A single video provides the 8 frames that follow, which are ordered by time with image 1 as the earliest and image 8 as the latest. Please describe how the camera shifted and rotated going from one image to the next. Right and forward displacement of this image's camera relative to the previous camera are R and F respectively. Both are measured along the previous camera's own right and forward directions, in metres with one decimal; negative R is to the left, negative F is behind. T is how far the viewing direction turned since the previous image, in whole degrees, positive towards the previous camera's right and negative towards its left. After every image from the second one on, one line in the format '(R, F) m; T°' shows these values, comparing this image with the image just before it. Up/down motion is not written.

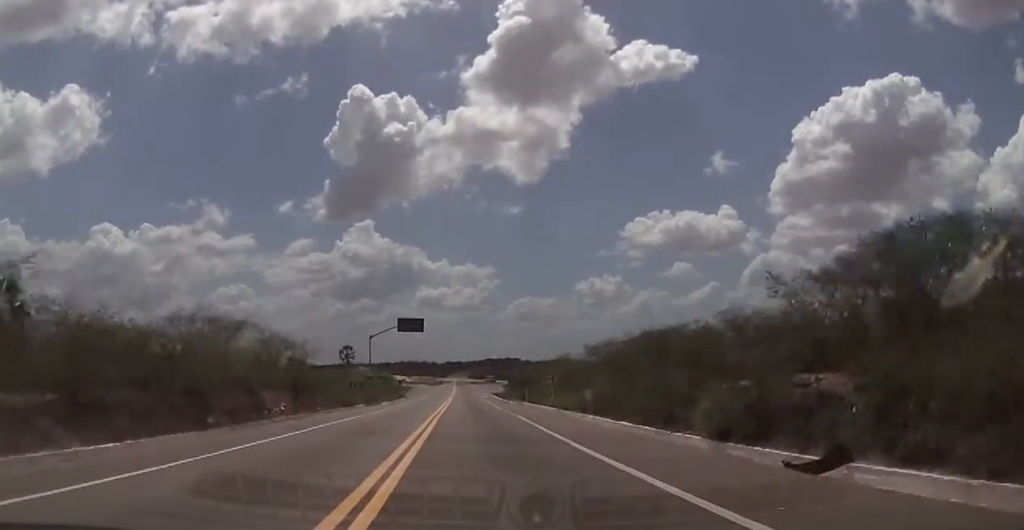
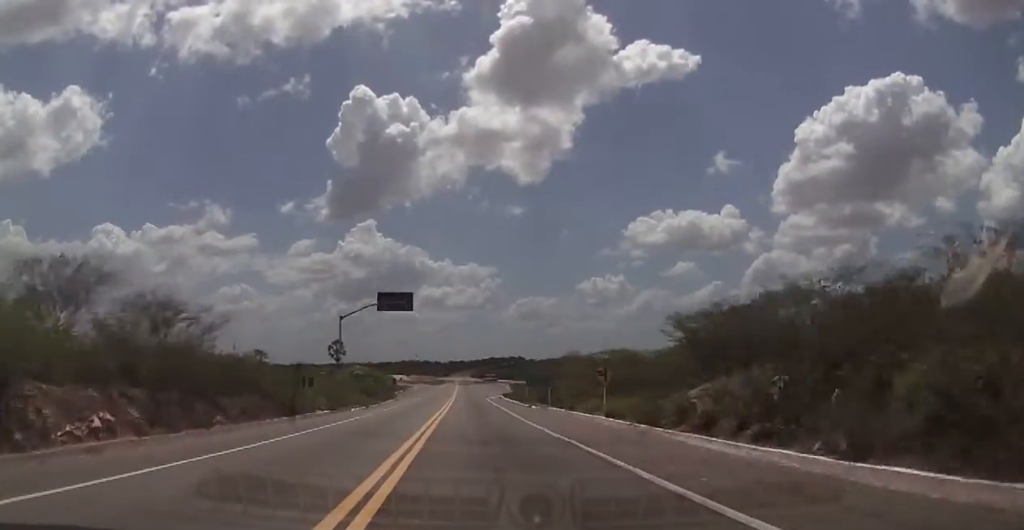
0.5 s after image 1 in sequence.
(0.0, +17.8) m; 0°
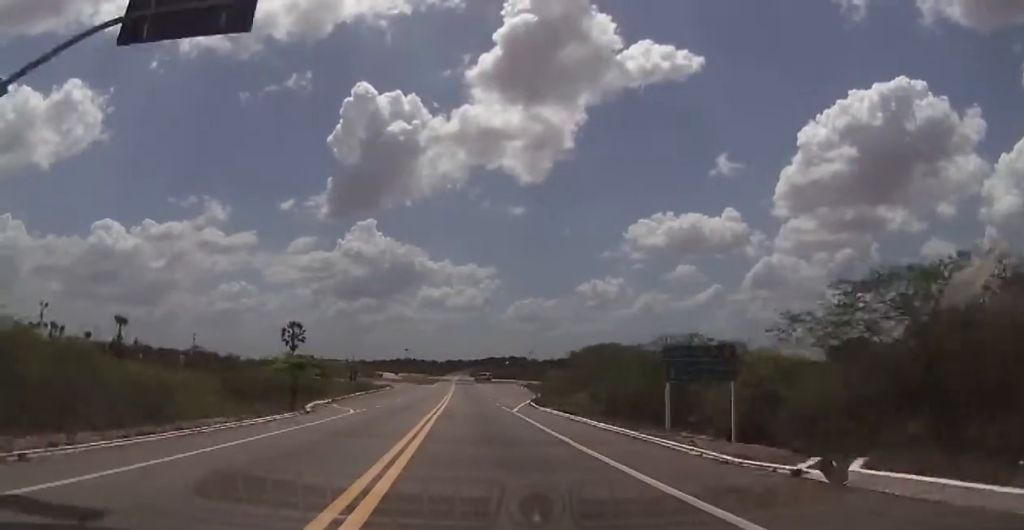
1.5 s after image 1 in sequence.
(-0.1, +40.3) m; 0°
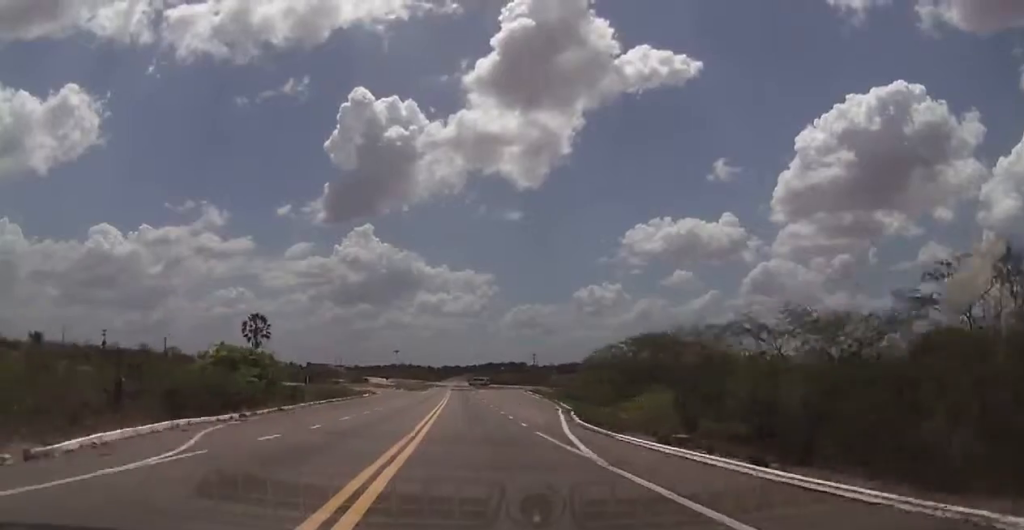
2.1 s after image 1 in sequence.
(-0.1, +21.0) m; 0°
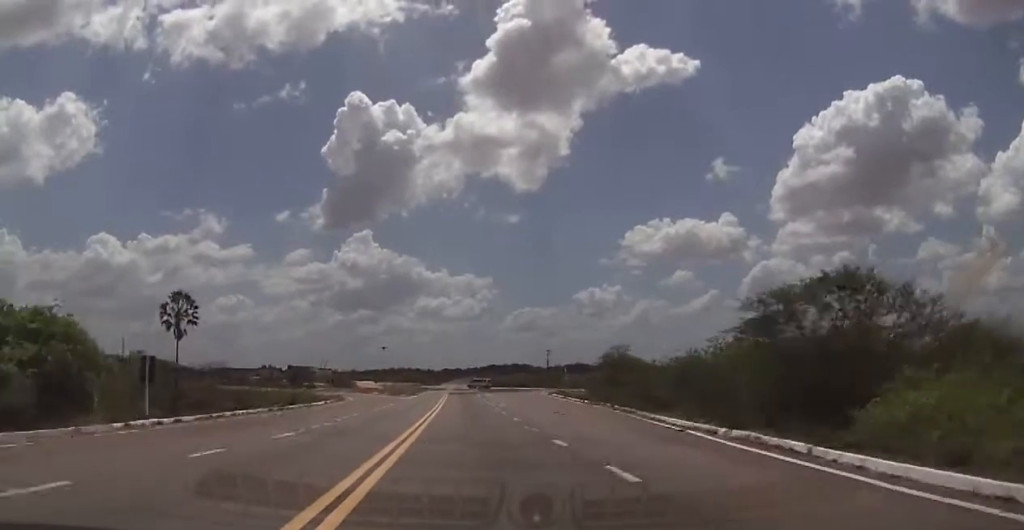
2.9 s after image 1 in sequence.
(+0.1, +28.4) m; +1°
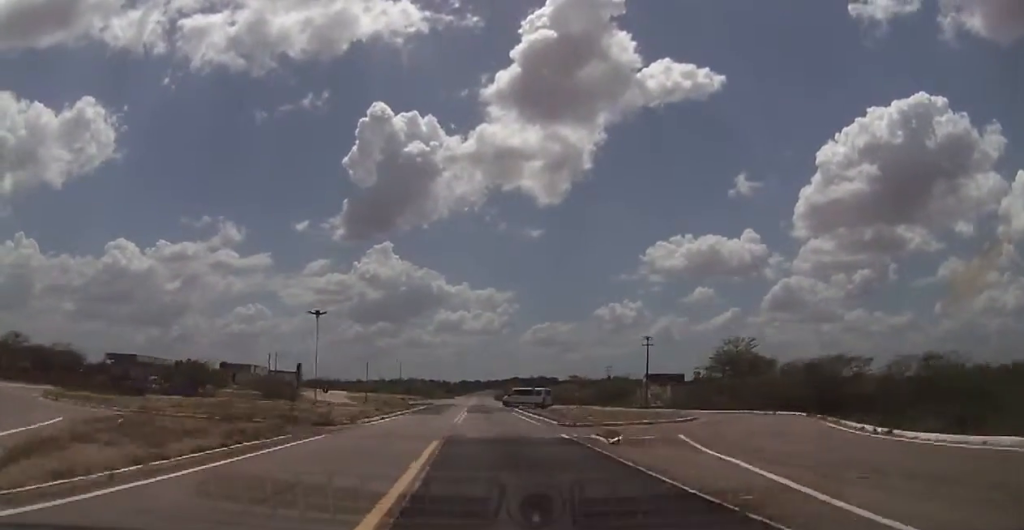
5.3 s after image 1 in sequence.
(+0.4, +77.6) m; -1°
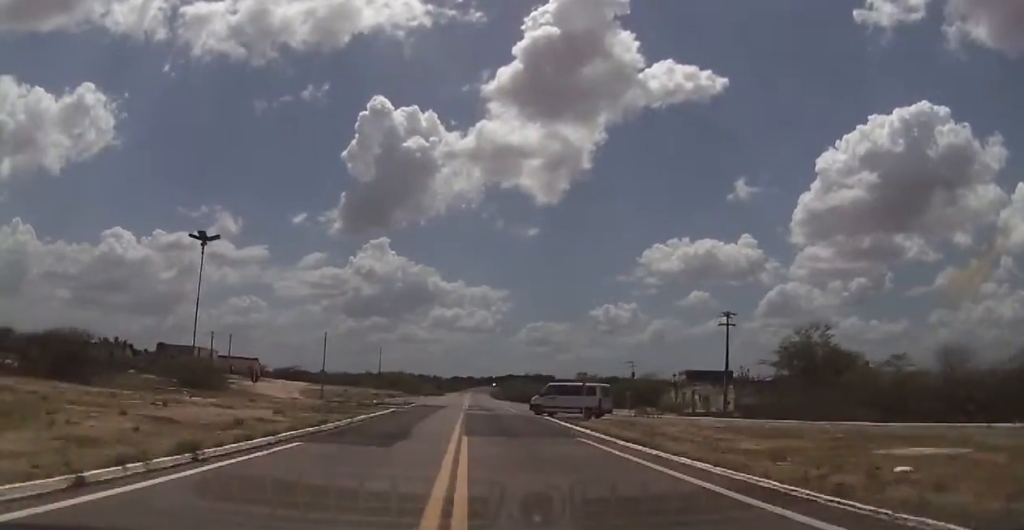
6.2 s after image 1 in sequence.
(-0.3, +27.9) m; 0°
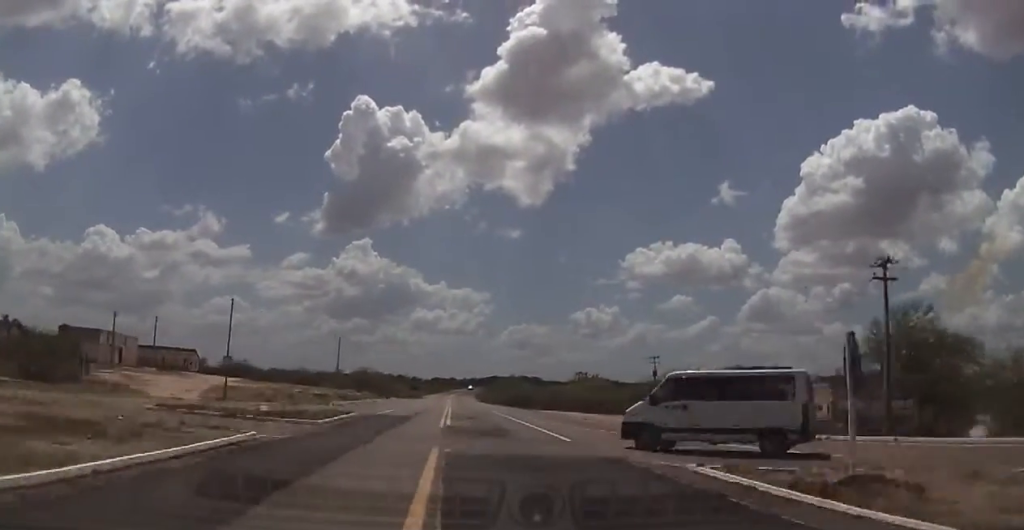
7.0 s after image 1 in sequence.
(0.0, +24.8) m; +1°
